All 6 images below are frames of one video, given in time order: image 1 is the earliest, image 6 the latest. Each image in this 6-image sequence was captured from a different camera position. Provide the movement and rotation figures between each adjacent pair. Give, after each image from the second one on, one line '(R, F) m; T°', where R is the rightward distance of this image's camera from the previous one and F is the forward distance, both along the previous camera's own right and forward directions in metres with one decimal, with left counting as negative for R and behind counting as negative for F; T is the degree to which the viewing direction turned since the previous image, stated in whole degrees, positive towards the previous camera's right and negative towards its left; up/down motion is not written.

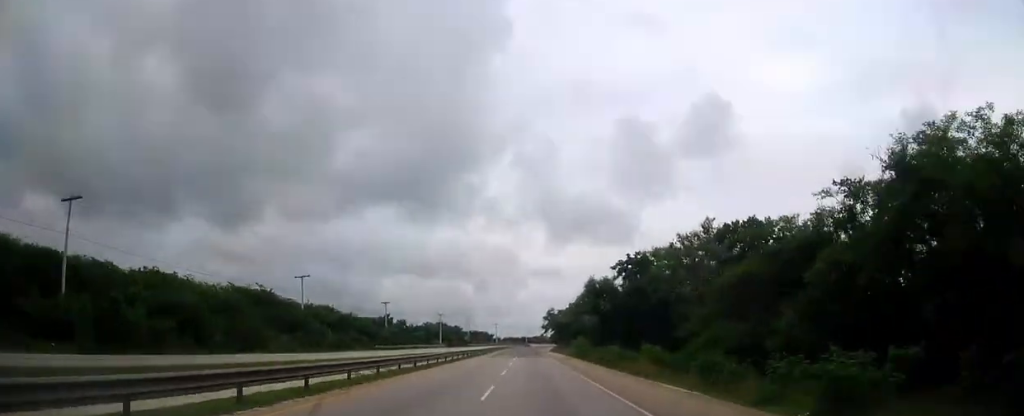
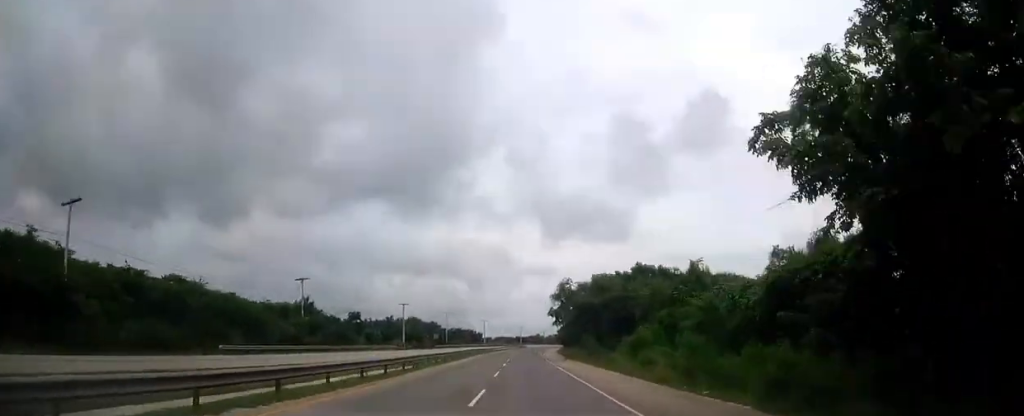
(+0.1, +49.1) m; +1°
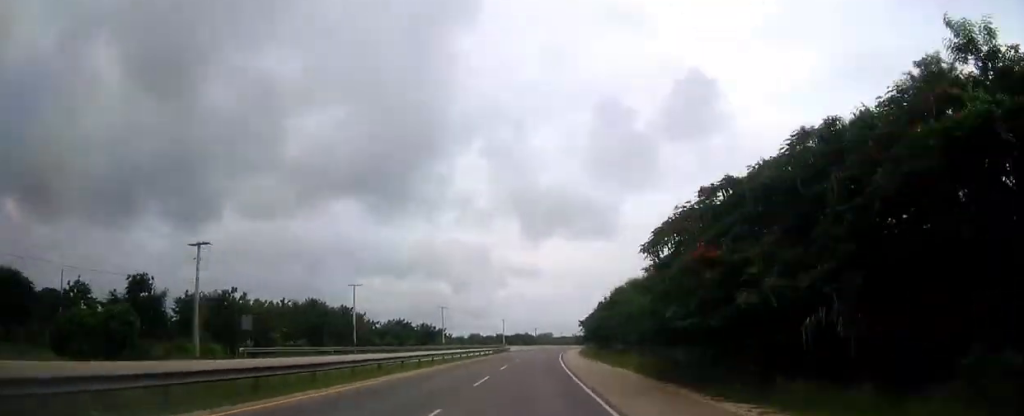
(+1.2, +82.2) m; +2°
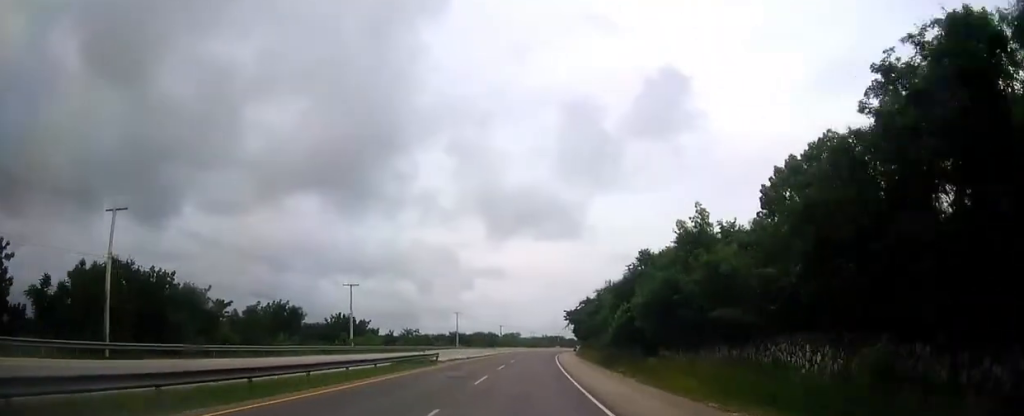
(+0.7, +48.7) m; +2°
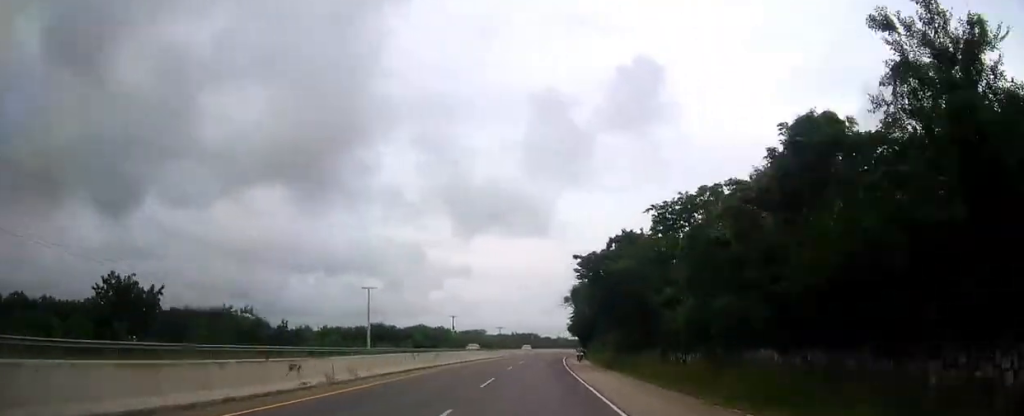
(+1.6, +60.0) m; +3°
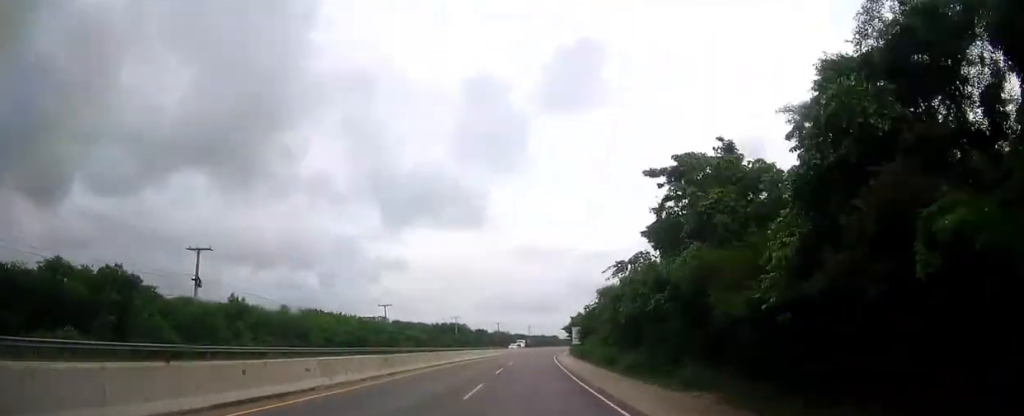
(+4.0, +94.1) m; +5°
